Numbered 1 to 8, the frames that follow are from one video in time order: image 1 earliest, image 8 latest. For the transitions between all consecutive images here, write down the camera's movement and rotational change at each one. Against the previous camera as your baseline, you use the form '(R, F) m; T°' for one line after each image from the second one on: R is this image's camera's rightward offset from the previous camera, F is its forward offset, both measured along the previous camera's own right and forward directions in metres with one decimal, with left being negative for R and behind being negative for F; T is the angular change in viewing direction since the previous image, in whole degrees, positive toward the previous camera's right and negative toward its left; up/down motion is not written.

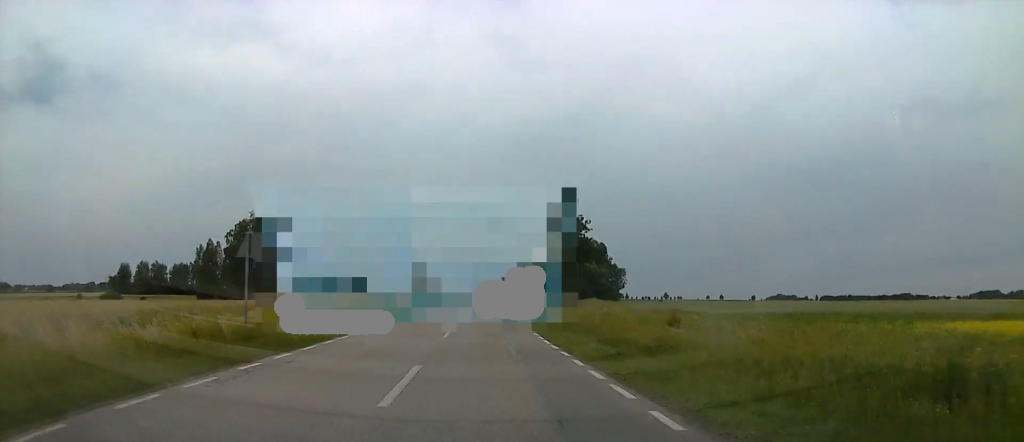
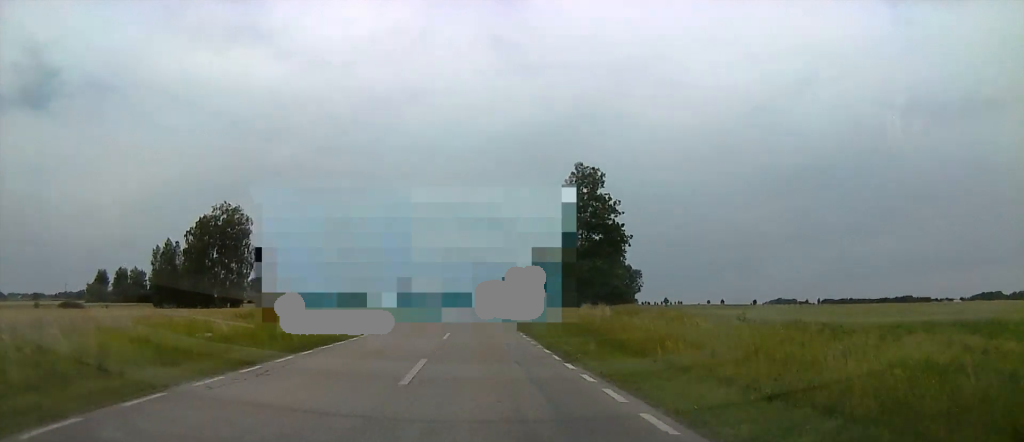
(0.0, +22.3) m; 0°
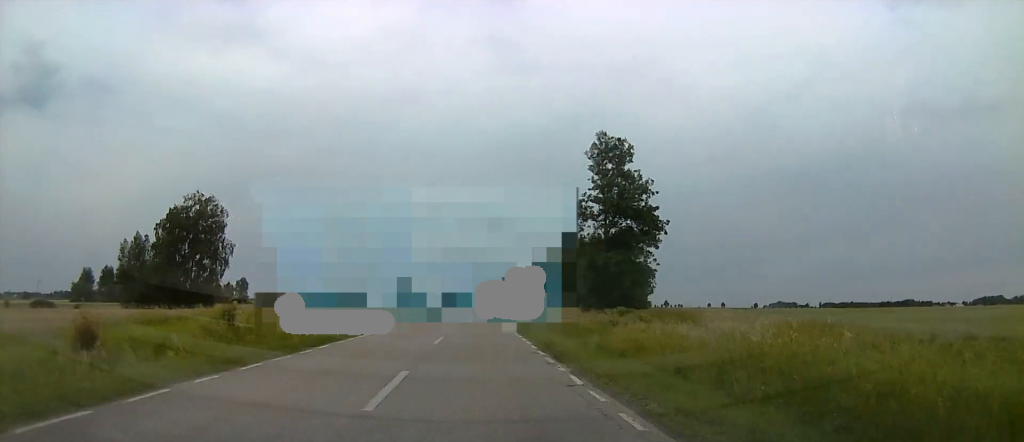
(0.0, +14.0) m; 0°
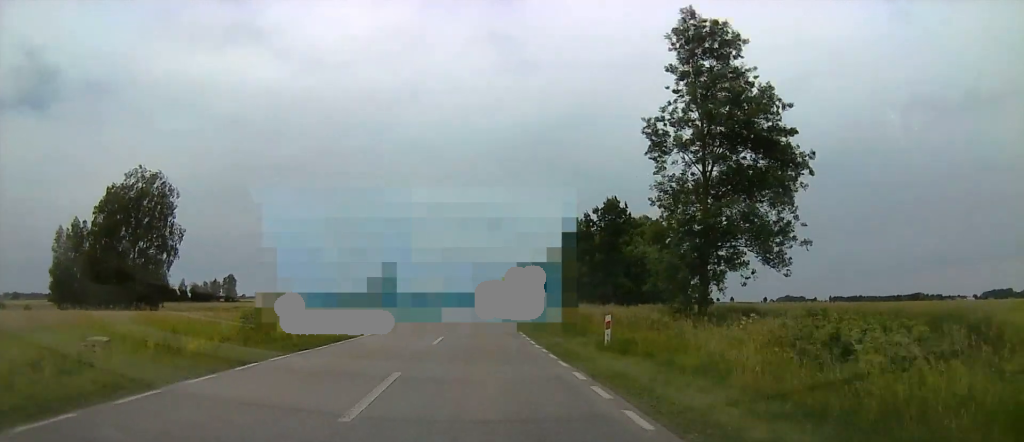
(0.0, +24.5) m; 0°
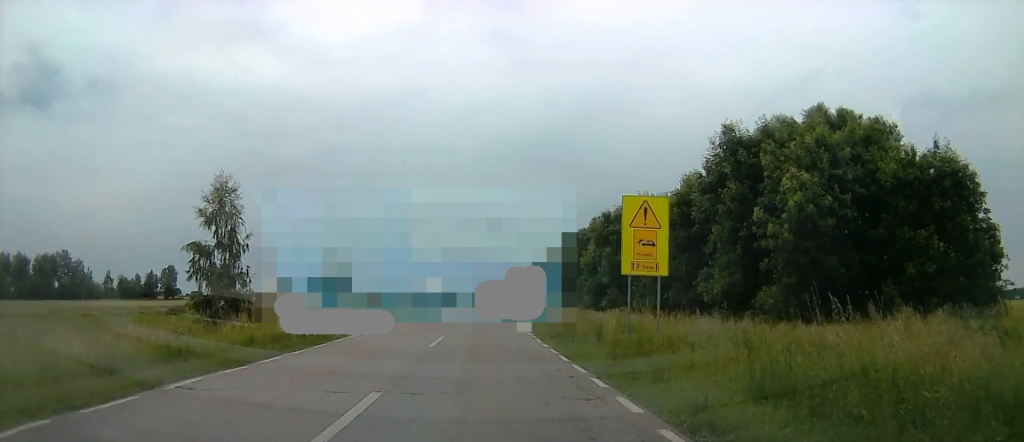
(0.0, +73.6) m; 0°
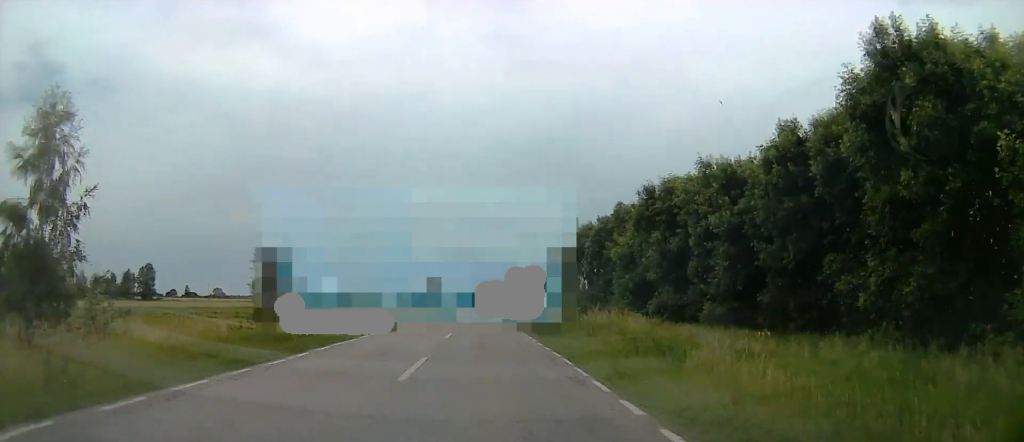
(0.0, +17.9) m; 0°
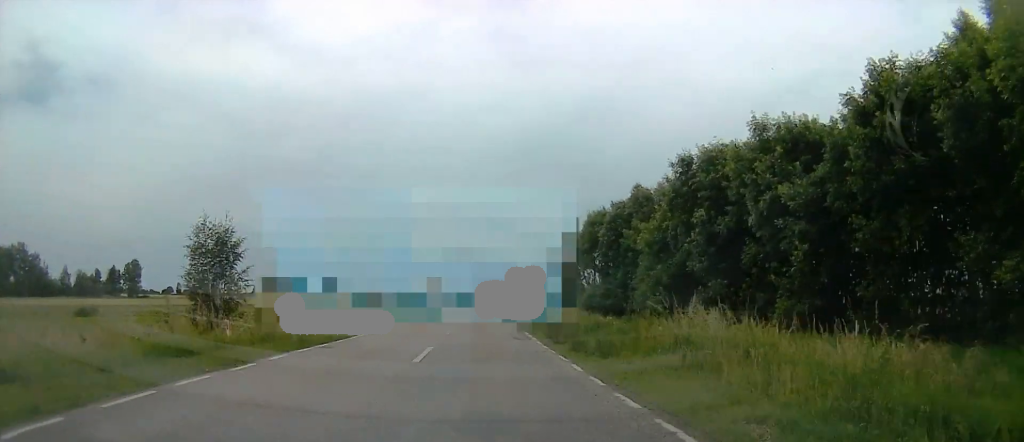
(+0.1, +9.8) m; 0°
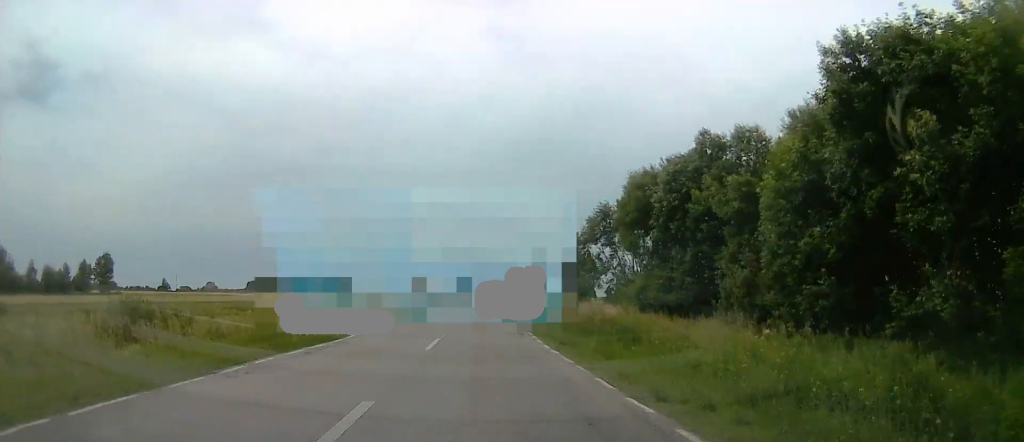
(+0.1, +20.4) m; 0°
